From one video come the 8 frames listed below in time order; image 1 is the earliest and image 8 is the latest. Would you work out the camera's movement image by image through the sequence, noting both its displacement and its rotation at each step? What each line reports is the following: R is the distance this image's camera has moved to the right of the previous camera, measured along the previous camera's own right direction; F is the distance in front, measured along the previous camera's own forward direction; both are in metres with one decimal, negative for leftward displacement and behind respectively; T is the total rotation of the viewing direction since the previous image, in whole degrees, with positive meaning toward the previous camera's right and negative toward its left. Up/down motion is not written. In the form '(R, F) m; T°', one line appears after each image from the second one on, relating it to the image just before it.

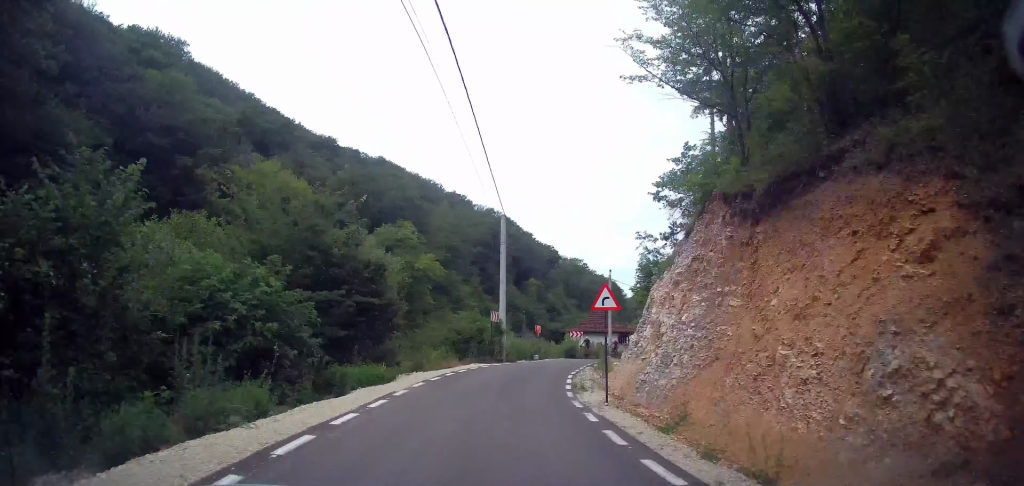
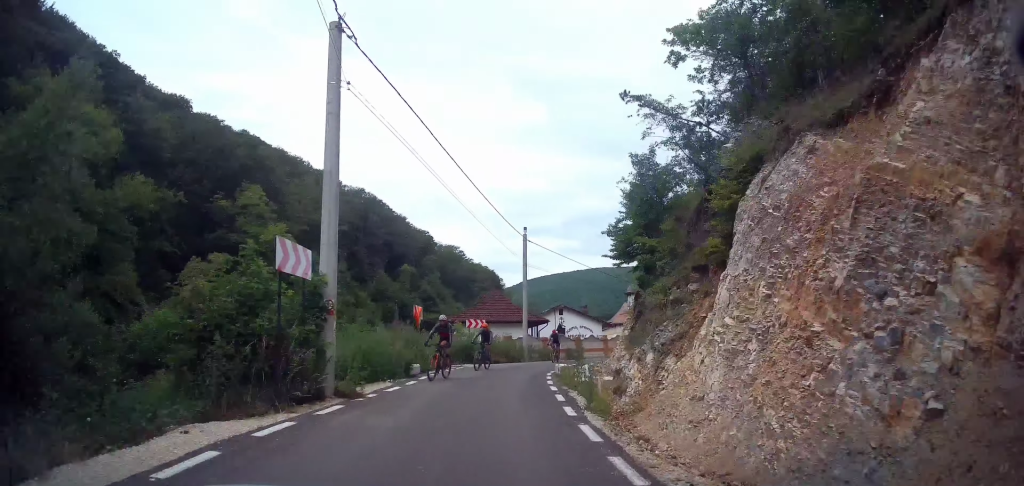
(+1.4, +16.9) m; +10°
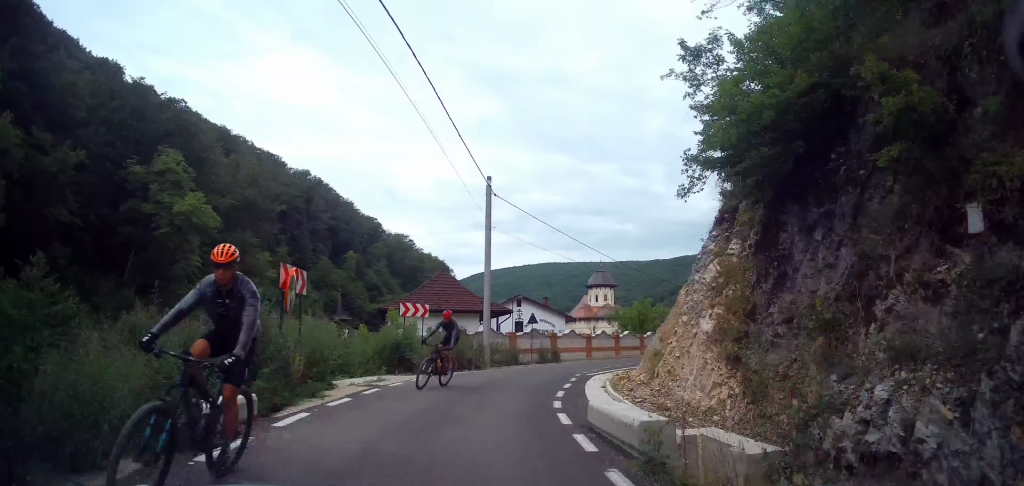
(+0.8, +10.8) m; +8°
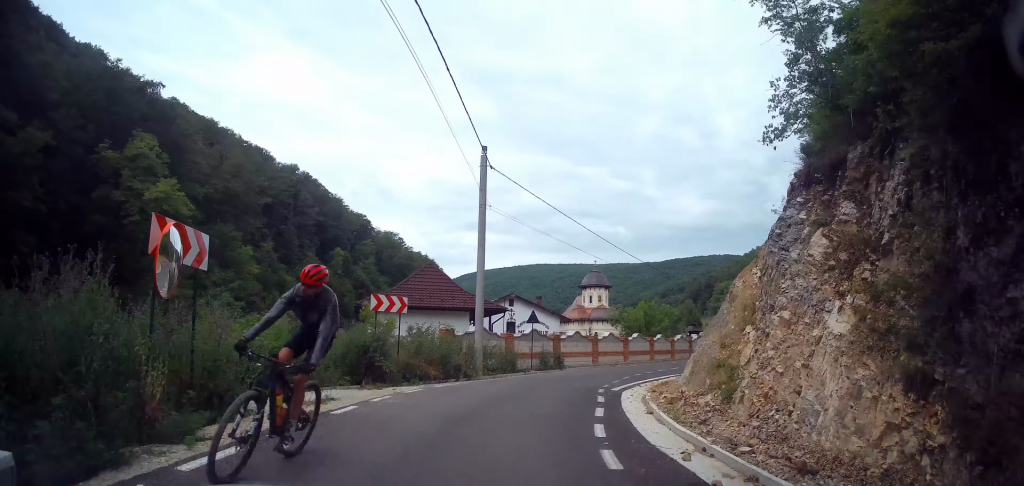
(+0.1, +5.0) m; +5°
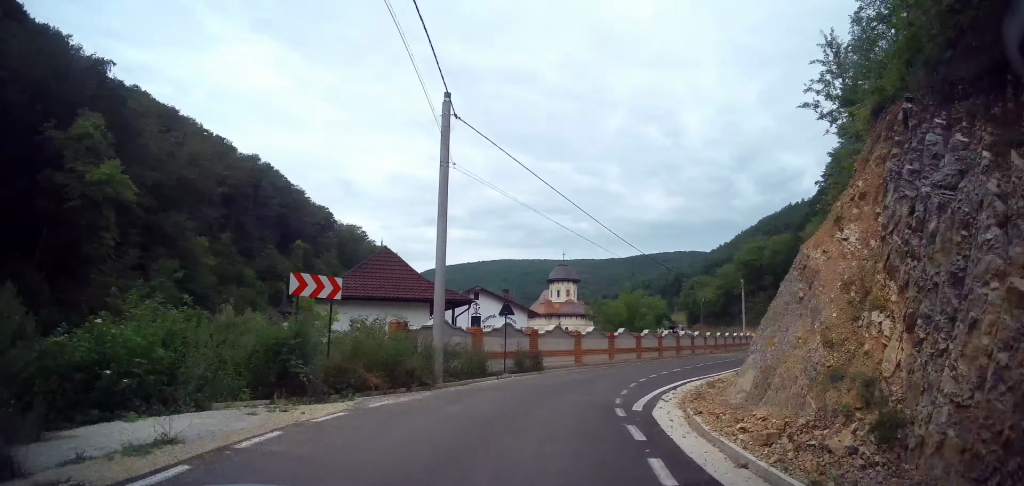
(+0.3, +4.8) m; +6°
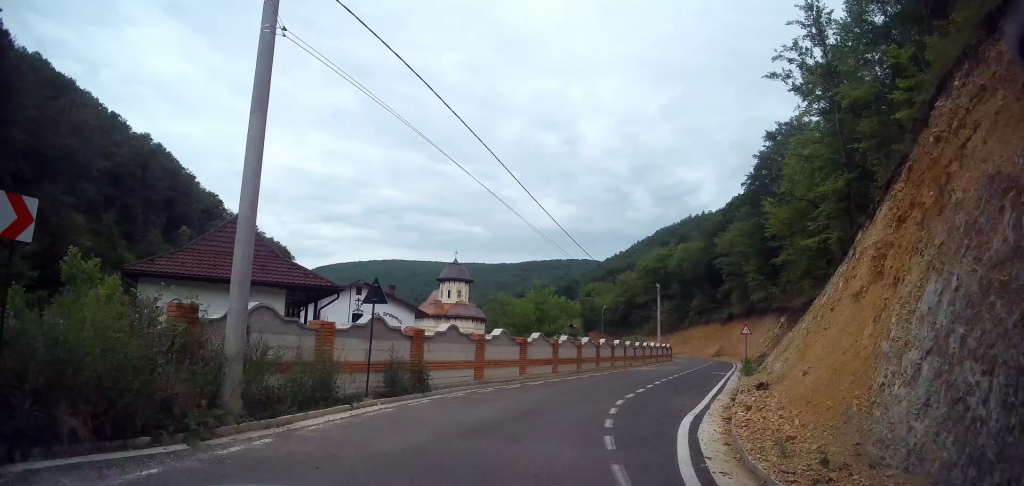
(+0.7, +7.6) m; +11°
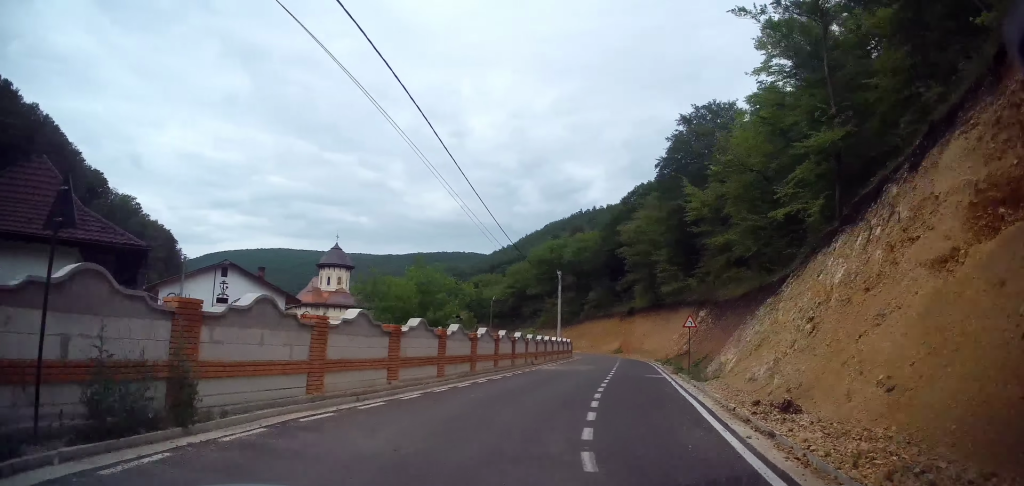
(+0.7, +7.2) m; +10°
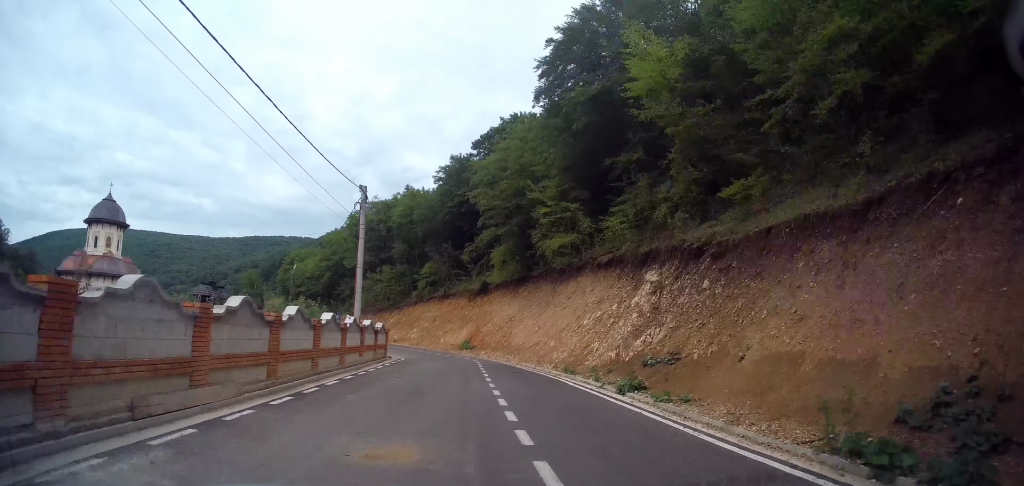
(+4.8, +24.4) m; +14°
